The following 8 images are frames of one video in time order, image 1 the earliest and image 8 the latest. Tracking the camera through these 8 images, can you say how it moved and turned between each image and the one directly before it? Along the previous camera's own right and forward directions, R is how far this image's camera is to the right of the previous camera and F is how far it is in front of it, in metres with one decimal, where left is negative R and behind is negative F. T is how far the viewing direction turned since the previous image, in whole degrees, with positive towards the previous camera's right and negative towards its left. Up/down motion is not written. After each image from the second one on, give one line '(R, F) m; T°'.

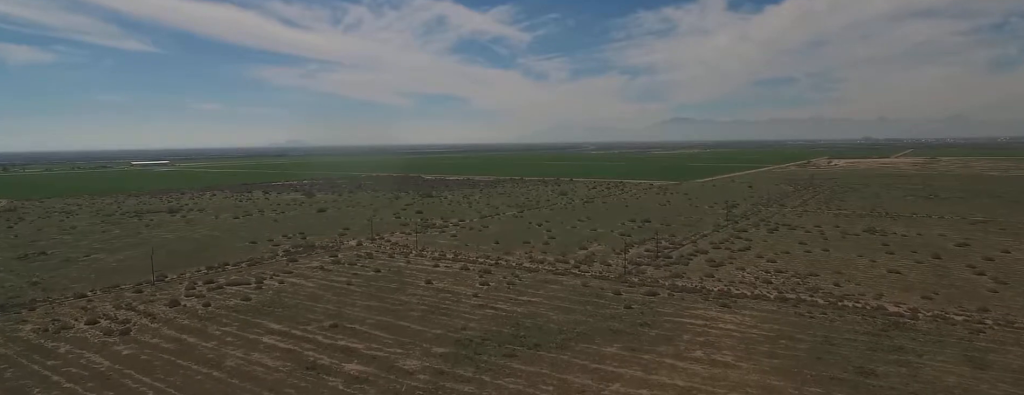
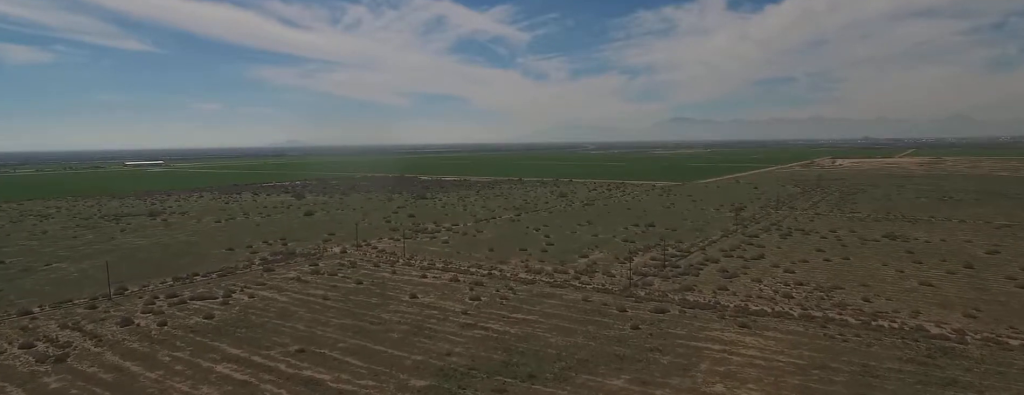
(0.0, +17.0) m; 0°
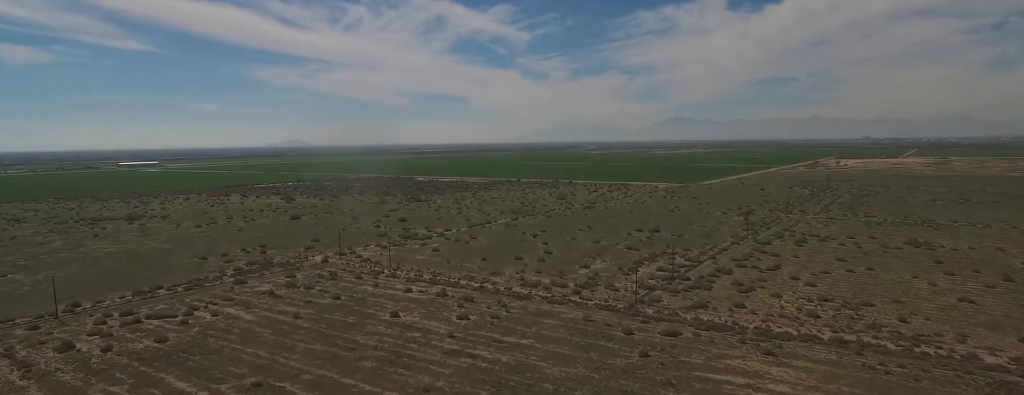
(0.0, +17.1) m; 0°
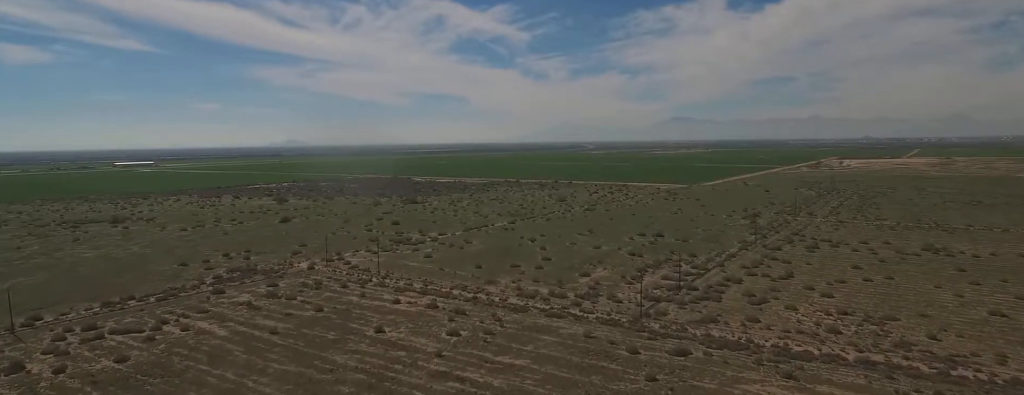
(0.0, +11.5) m; 0°
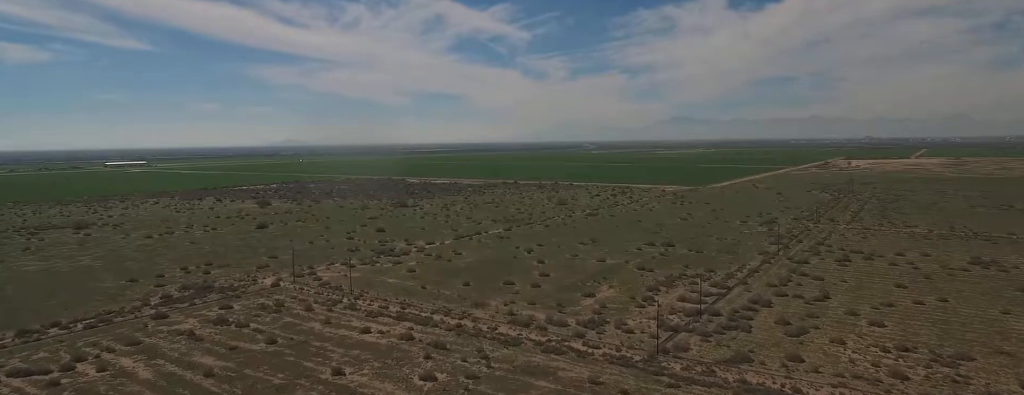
(+0.1, +24.8) m; 0°
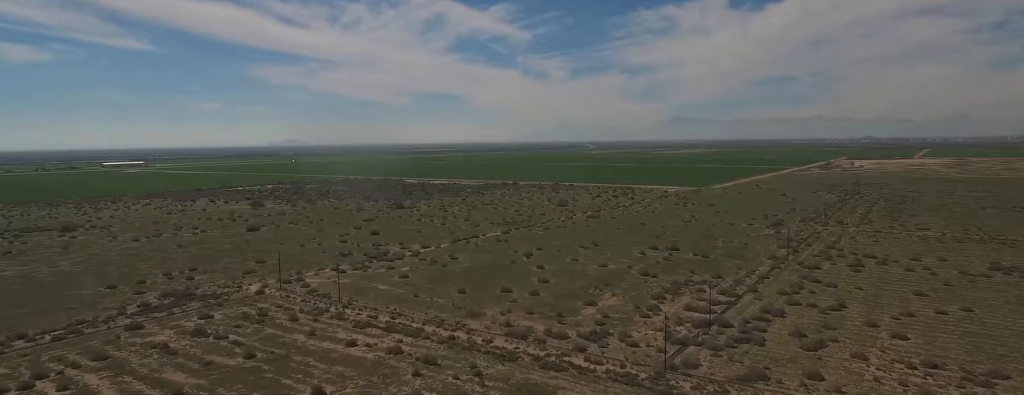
(0.0, +8.8) m; 0°
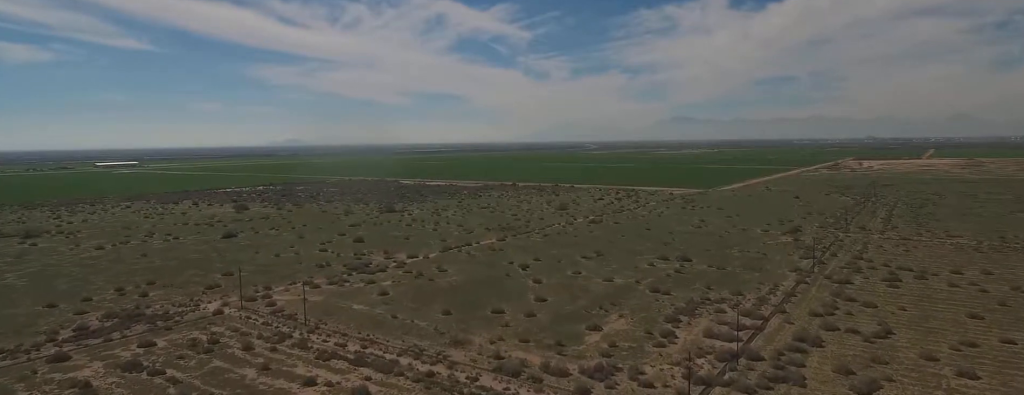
(+0.2, +20.6) m; +1°
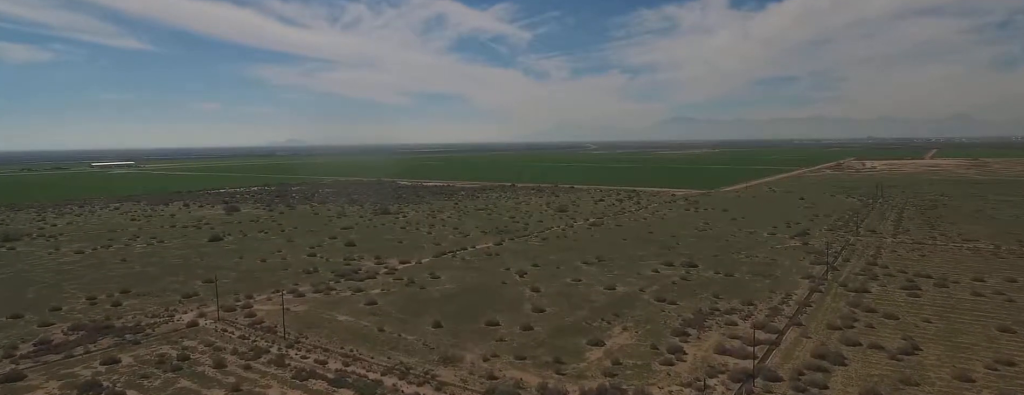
(+0.1, +9.8) m; 0°
